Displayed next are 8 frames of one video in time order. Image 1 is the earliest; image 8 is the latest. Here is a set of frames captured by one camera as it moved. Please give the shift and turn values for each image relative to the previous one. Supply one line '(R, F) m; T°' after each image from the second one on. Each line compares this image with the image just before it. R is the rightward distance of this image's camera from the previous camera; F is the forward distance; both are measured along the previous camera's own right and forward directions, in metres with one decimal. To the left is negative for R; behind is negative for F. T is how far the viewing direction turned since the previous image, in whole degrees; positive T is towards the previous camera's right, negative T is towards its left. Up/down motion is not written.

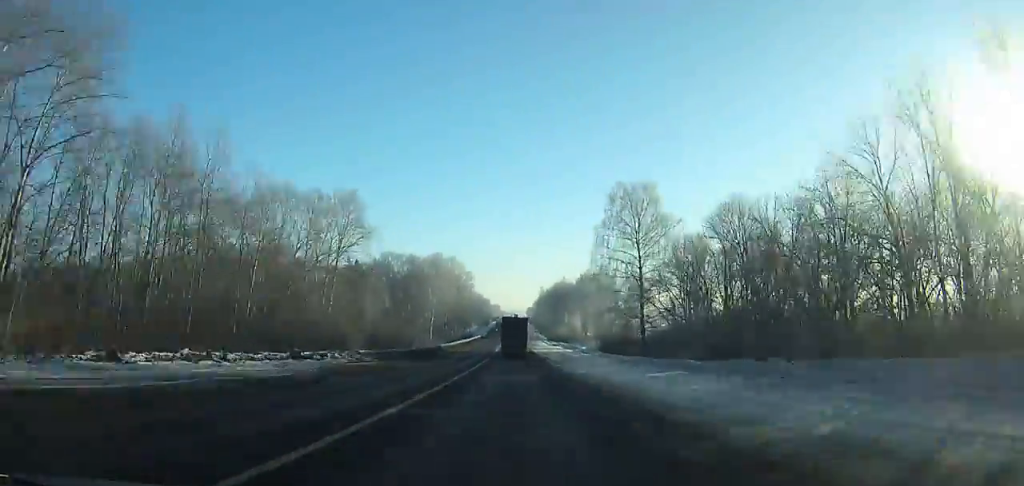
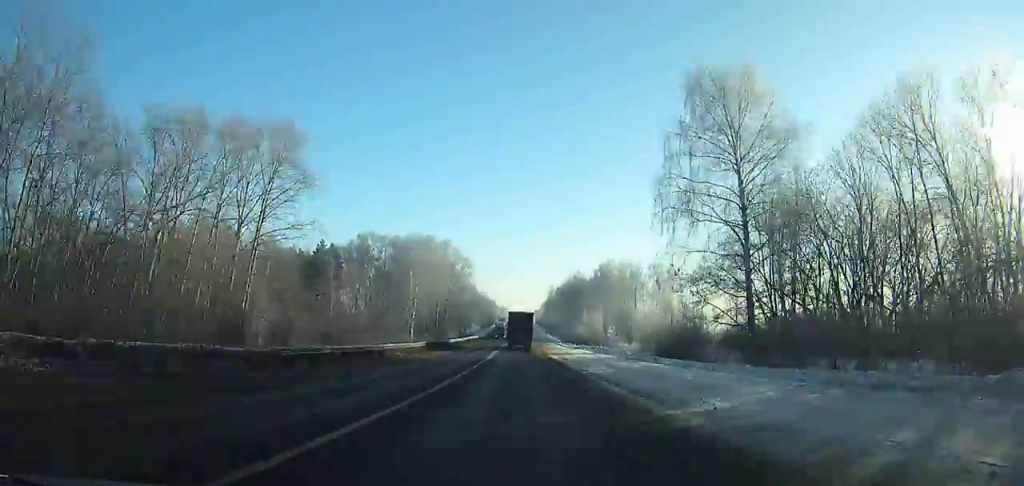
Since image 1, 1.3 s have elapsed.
(-0.3, +29.7) m; -1°
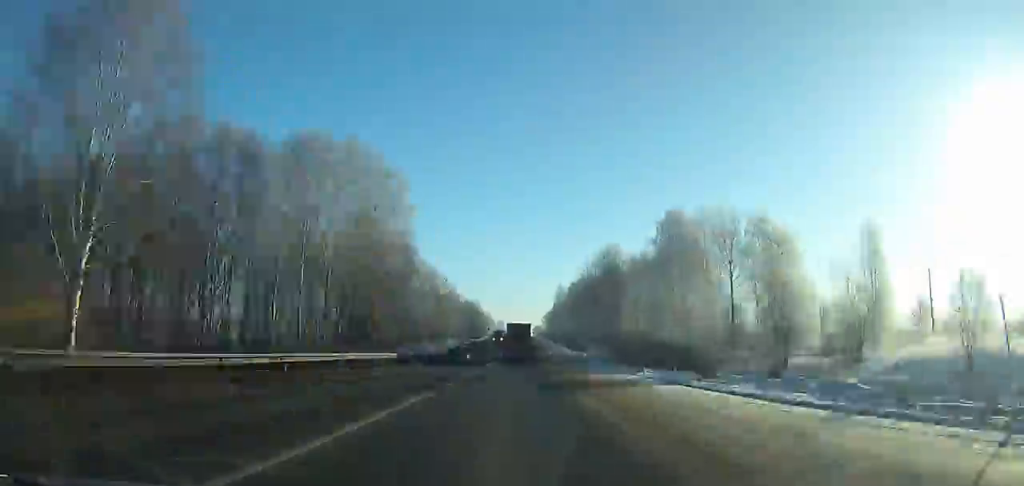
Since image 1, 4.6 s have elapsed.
(-0.7, +75.7) m; -1°
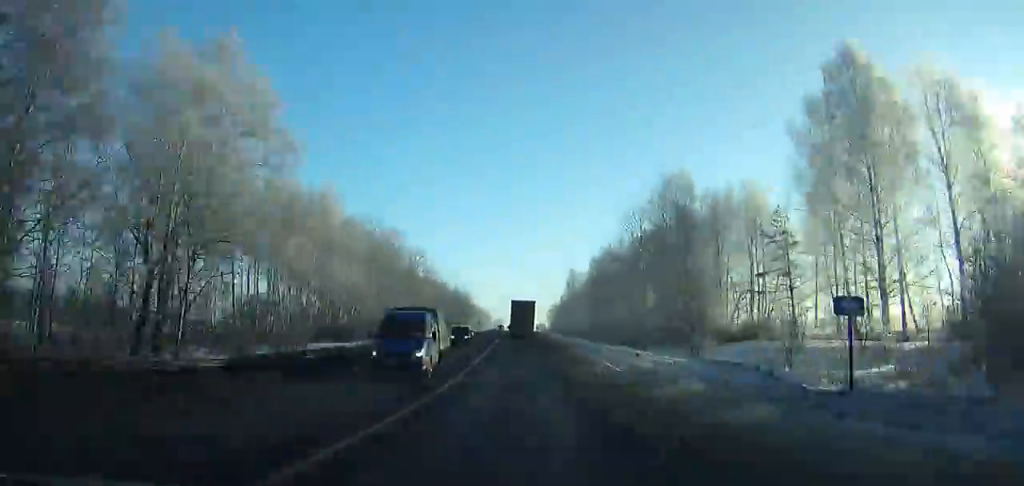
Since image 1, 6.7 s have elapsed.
(-0.2, +48.2) m; 0°
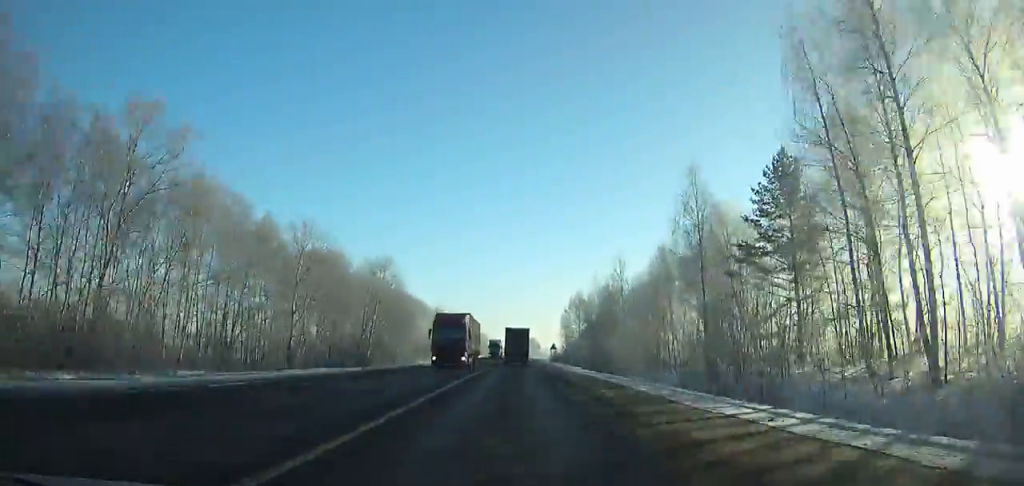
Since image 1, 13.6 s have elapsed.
(+2.2, +157.6) m; +1°
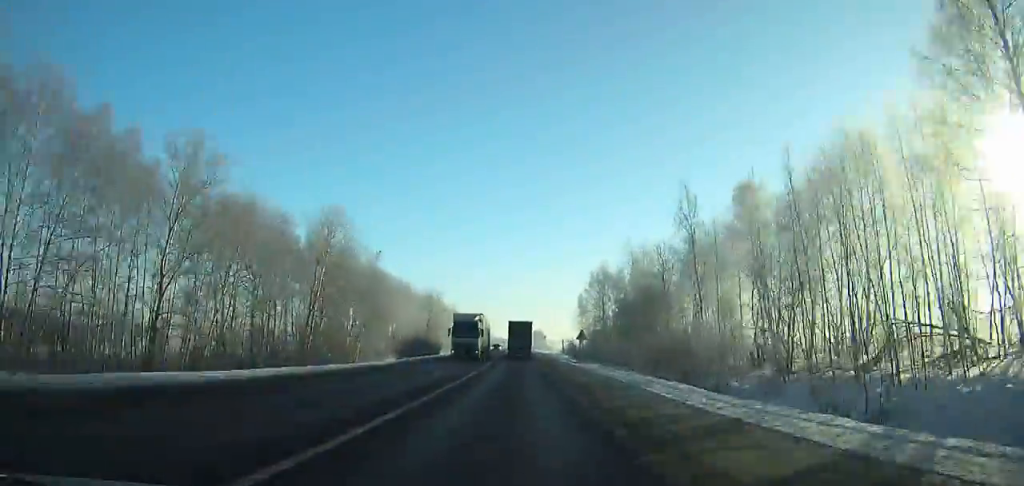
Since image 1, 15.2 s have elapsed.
(0.0, +36.6) m; 0°
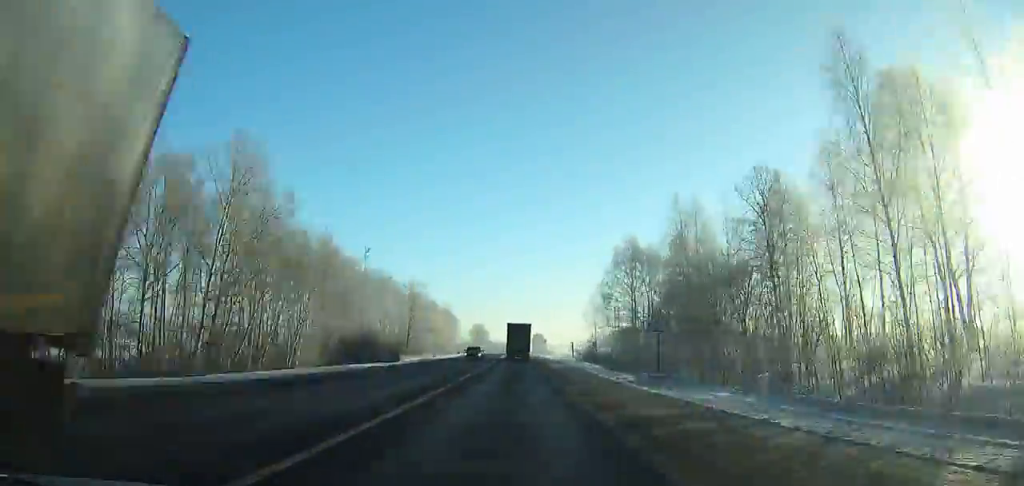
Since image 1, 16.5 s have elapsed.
(-0.1, +30.0) m; 0°
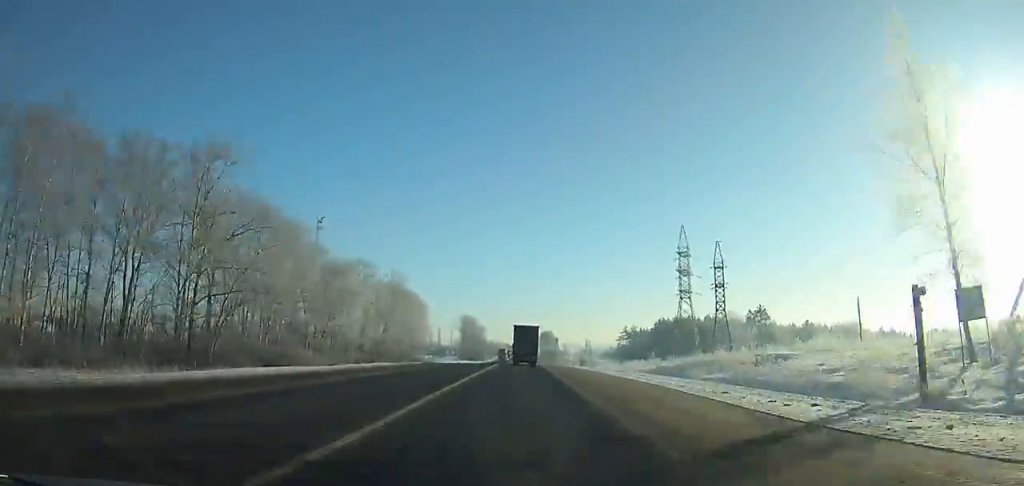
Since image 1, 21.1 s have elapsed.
(-0.3, +106.9) m; 0°
